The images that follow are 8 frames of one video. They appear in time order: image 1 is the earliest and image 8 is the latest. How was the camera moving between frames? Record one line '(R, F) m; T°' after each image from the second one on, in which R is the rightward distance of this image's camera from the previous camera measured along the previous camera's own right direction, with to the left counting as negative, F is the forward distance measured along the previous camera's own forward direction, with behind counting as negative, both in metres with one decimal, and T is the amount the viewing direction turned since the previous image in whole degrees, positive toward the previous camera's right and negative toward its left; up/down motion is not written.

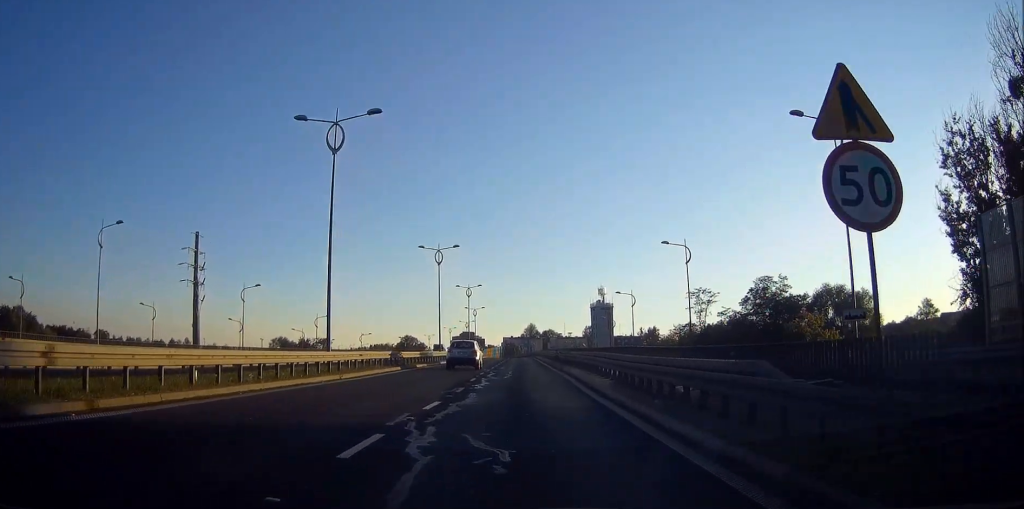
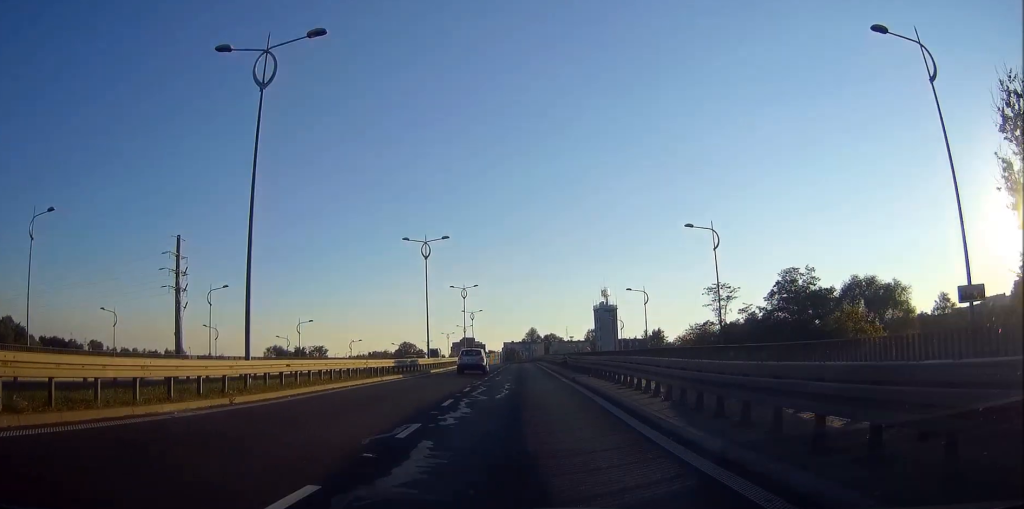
(-0.1, +9.1) m; 0°
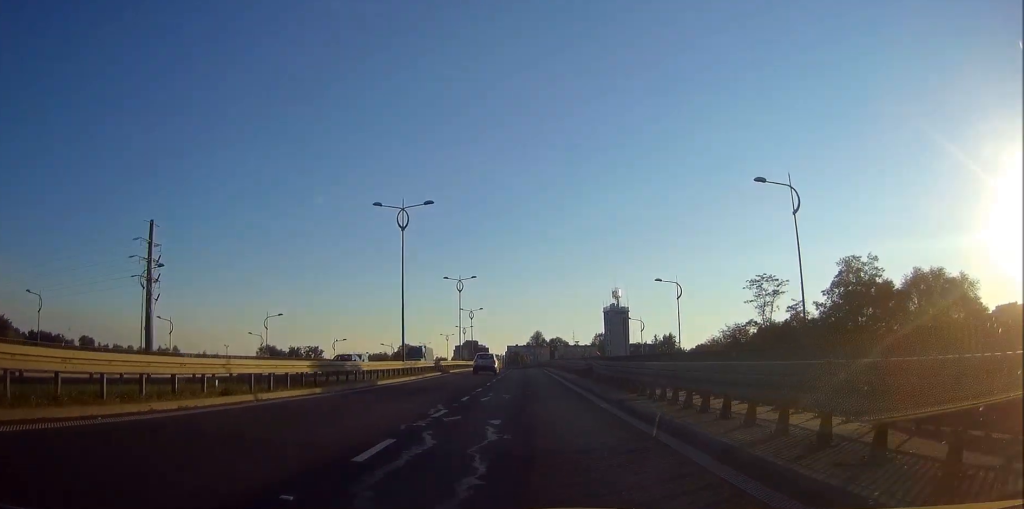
(0.0, +14.7) m; 0°
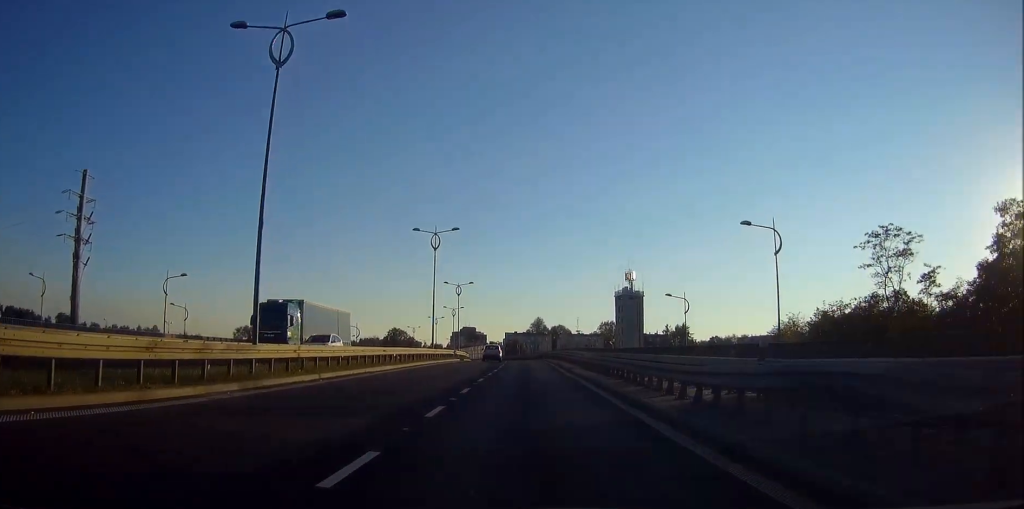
(0.0, +25.4) m; 0°
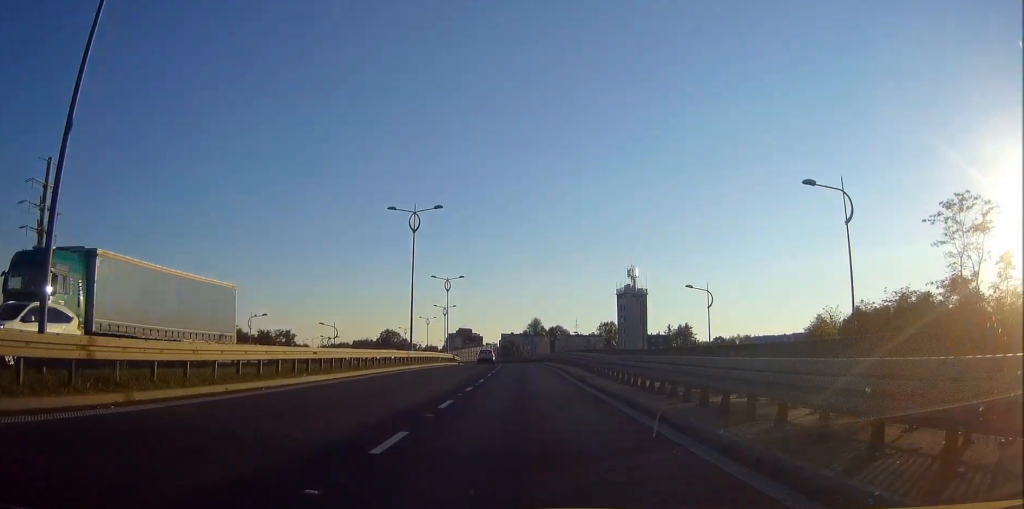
(0.0, +9.3) m; 0°
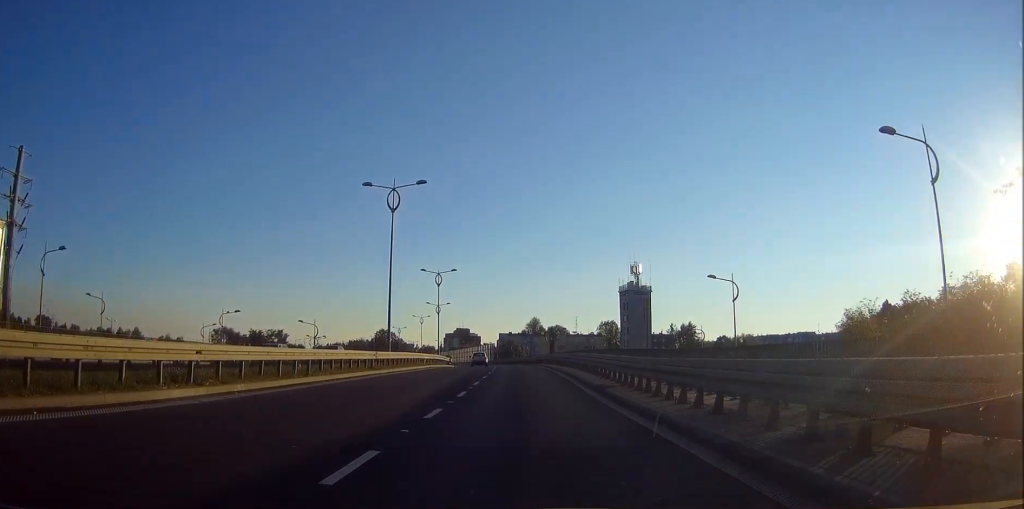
(0.0, +7.2) m; 0°
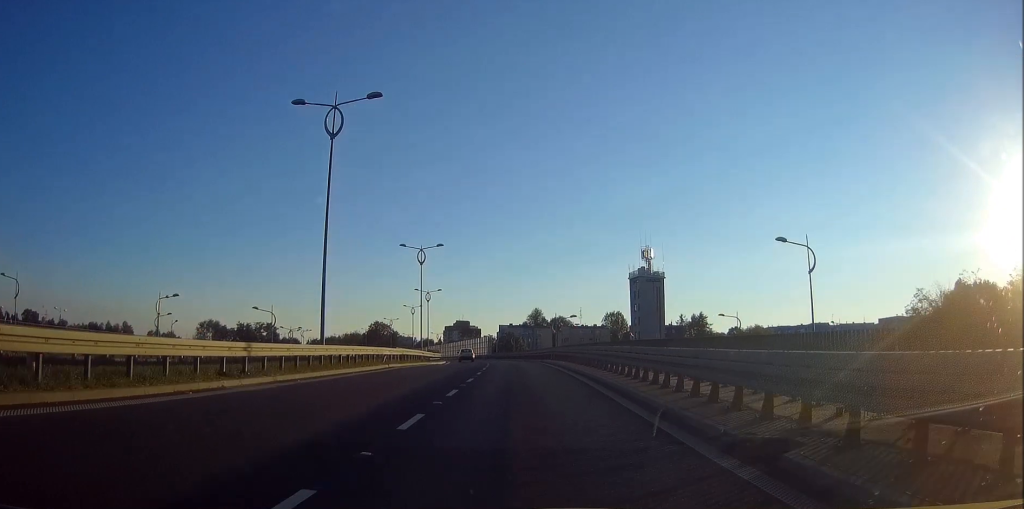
(+0.1, +12.5) m; 0°
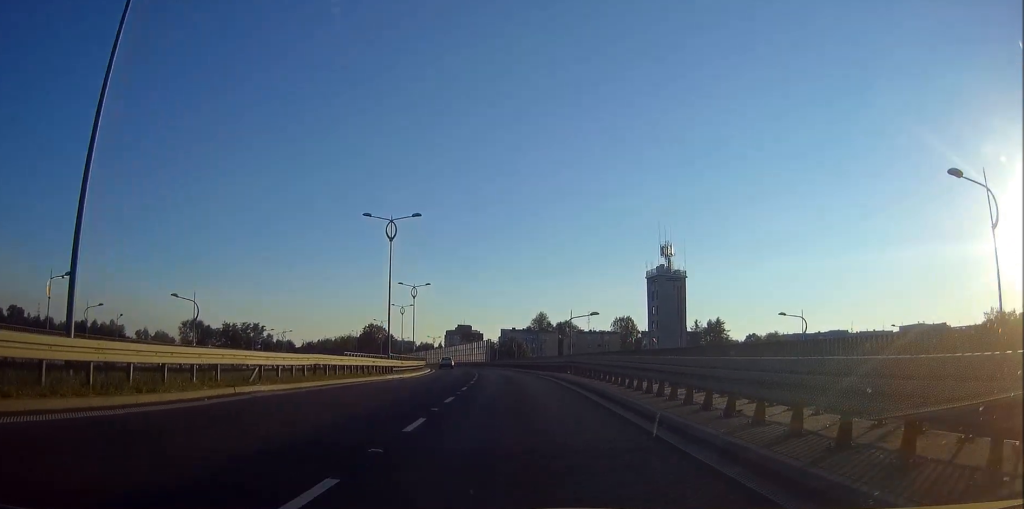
(0.0, +13.3) m; 0°
